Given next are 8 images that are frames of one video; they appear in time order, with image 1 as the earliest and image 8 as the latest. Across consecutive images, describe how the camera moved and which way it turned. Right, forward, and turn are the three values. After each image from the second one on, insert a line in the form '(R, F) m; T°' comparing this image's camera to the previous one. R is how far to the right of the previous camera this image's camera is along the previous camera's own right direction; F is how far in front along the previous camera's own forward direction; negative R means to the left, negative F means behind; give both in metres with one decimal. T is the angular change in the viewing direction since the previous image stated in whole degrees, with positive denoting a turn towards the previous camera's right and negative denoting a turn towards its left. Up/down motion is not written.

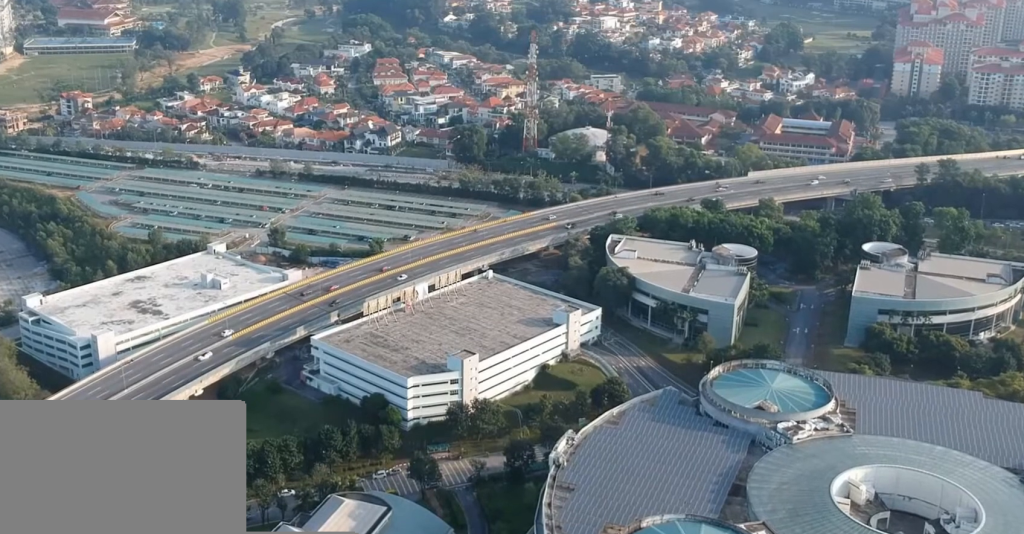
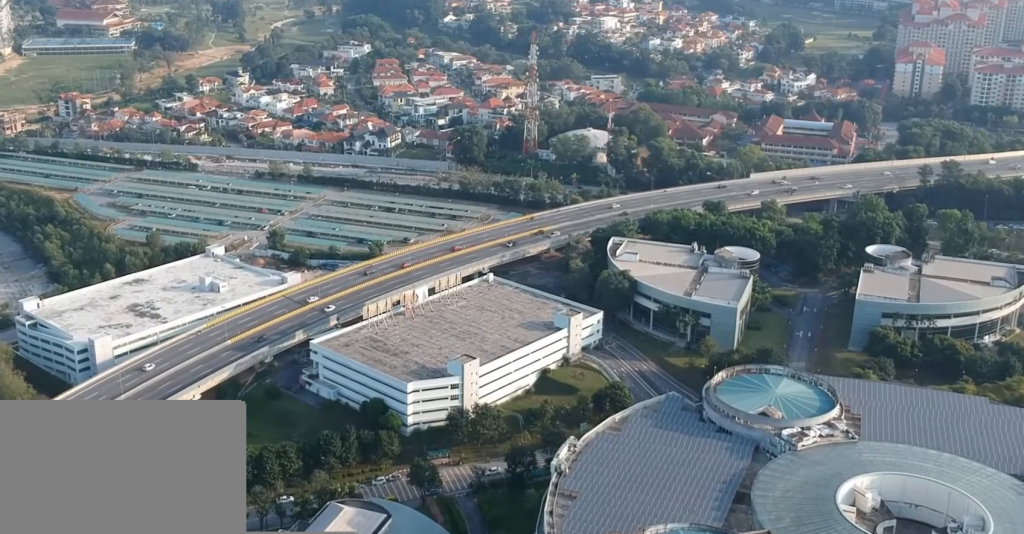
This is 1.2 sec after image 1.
(0.0, +3.1) m; -1°
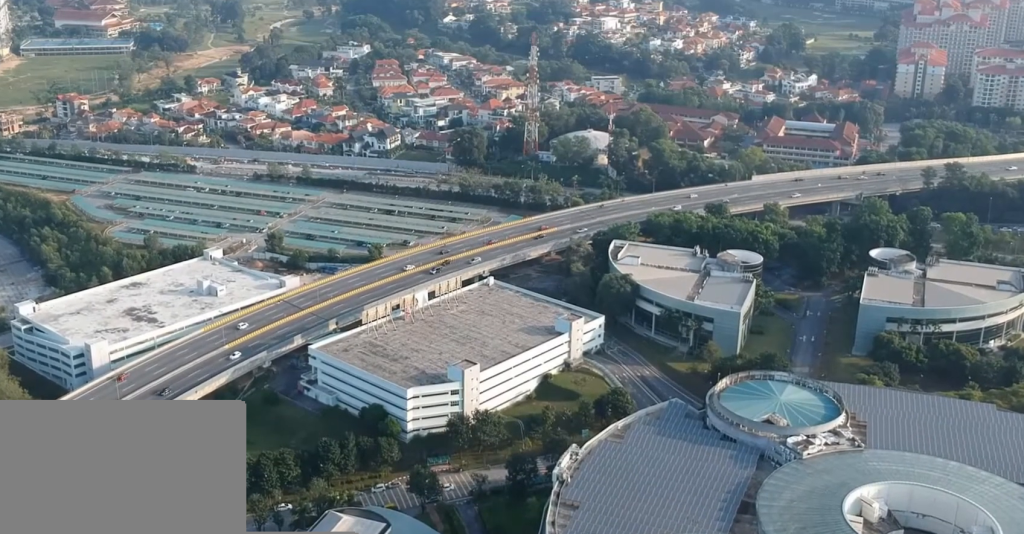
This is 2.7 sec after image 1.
(0.0, +3.9) m; 0°
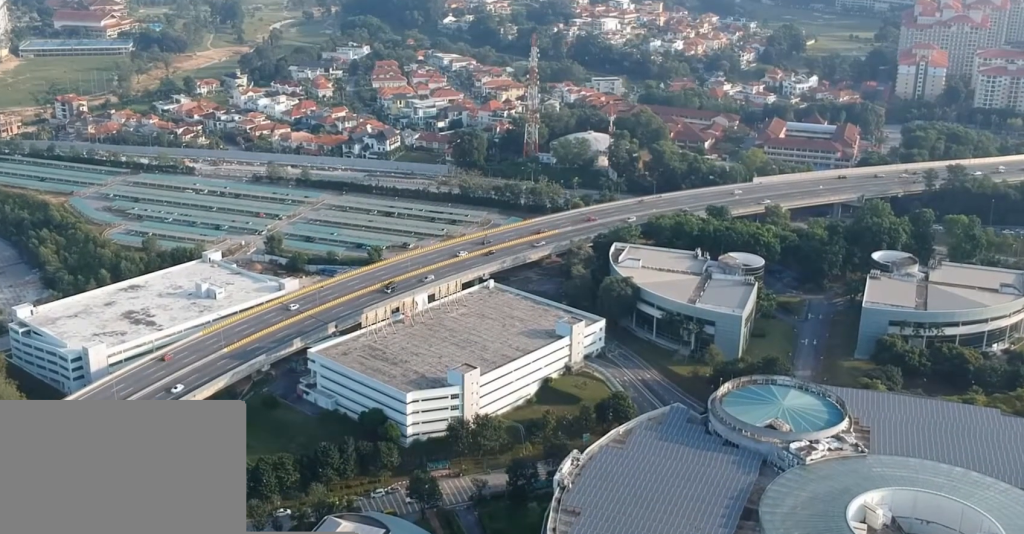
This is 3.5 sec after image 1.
(0.0, +2.2) m; 0°
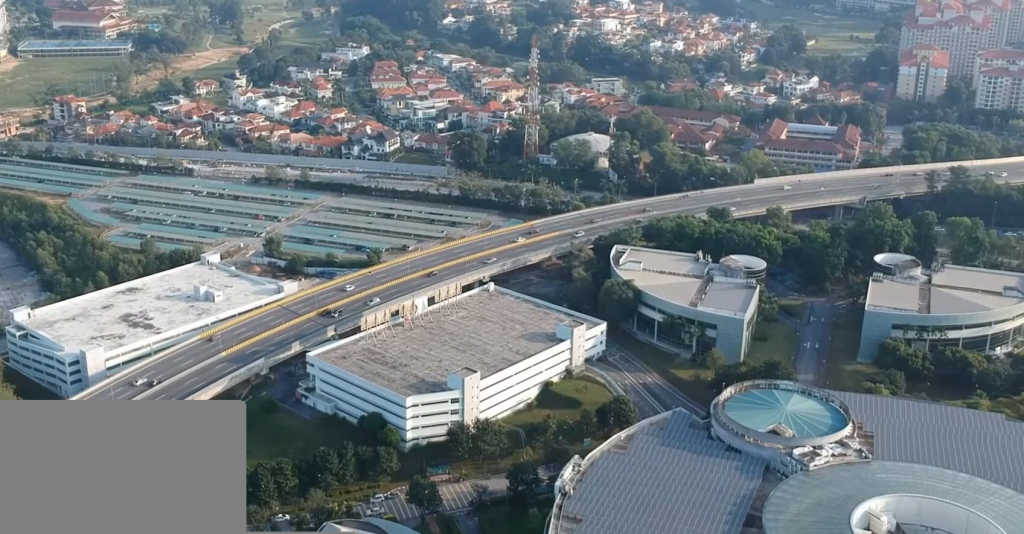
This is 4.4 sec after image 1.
(0.0, +2.4) m; 0°
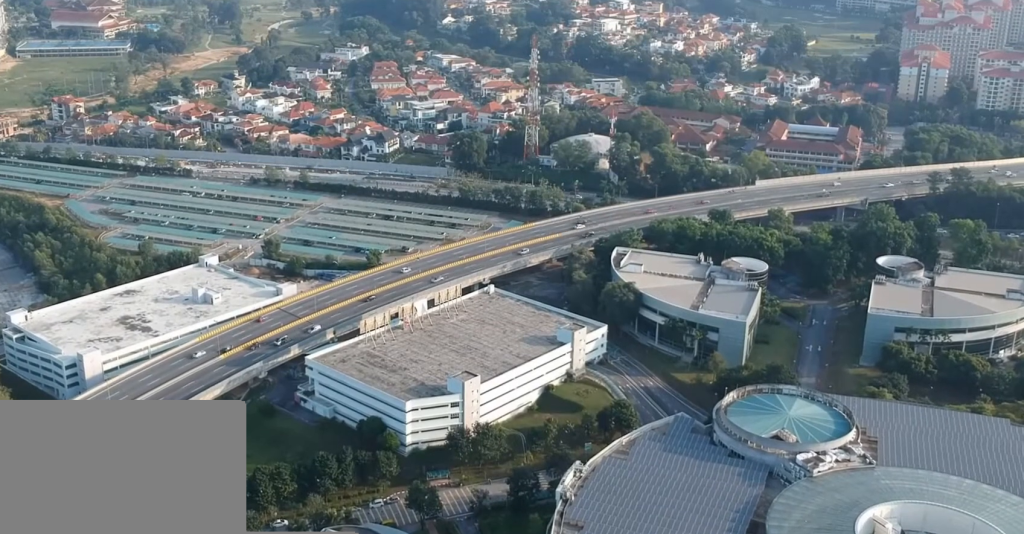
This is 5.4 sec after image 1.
(0.0, +2.6) m; 0°
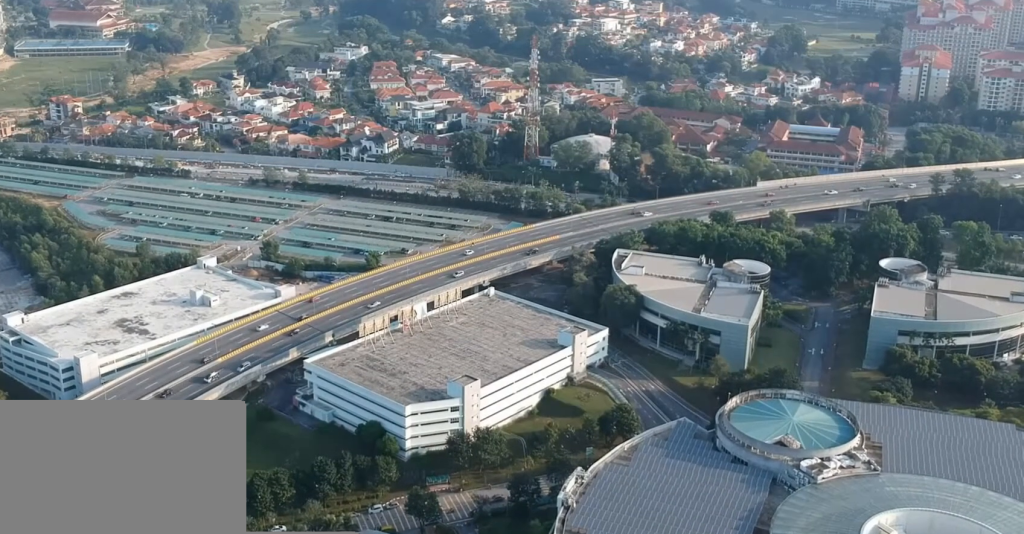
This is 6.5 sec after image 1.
(+0.1, +3.1) m; +2°
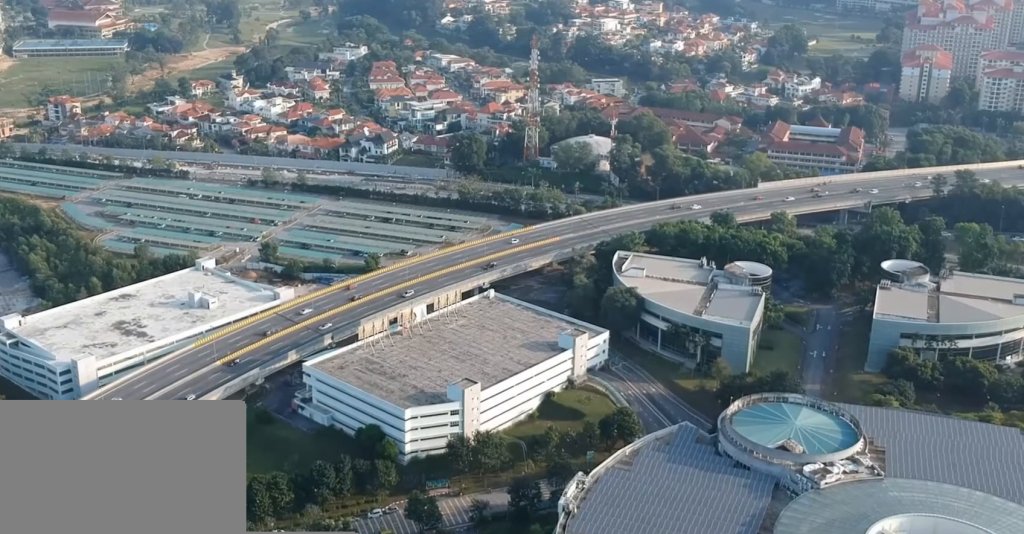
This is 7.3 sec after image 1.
(0.0, +2.2) m; +2°
